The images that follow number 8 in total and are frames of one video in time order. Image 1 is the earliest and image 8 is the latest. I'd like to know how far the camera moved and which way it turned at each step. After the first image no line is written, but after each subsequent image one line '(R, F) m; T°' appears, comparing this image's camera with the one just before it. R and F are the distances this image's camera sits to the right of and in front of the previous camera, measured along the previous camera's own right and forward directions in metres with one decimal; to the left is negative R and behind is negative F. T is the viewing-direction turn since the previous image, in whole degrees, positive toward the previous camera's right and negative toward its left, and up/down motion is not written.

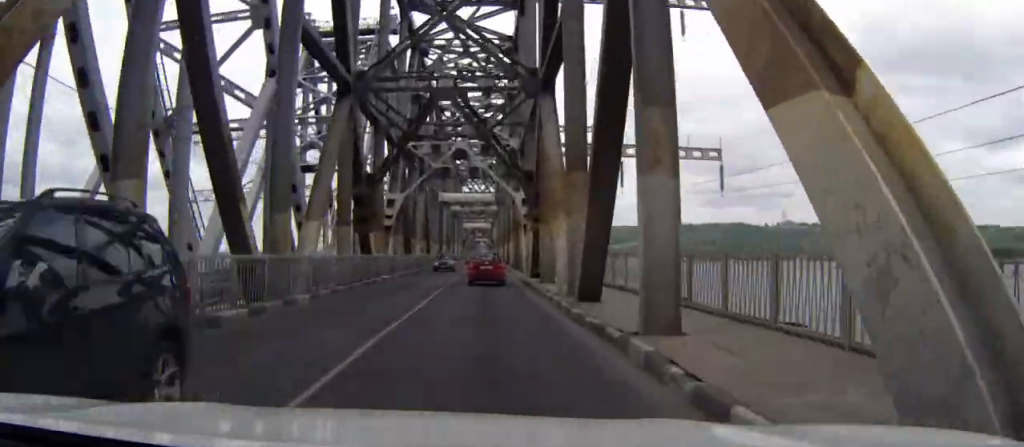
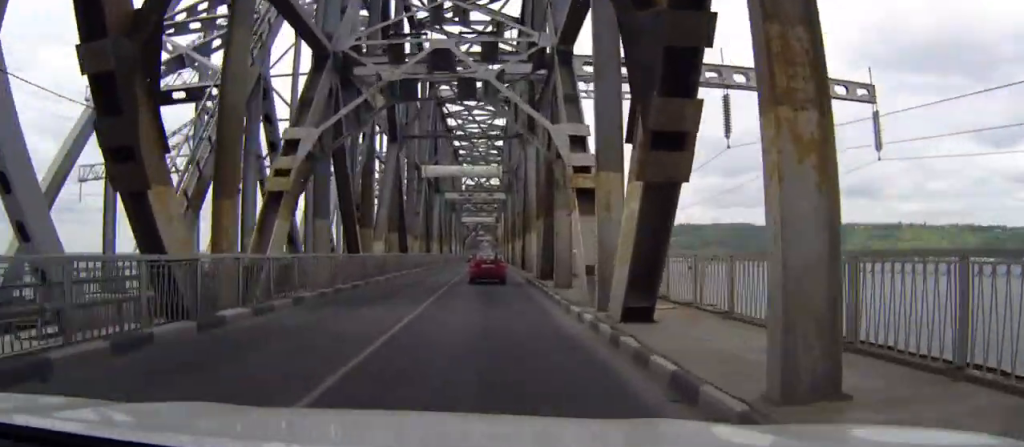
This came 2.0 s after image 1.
(+0.4, +24.9) m; 0°
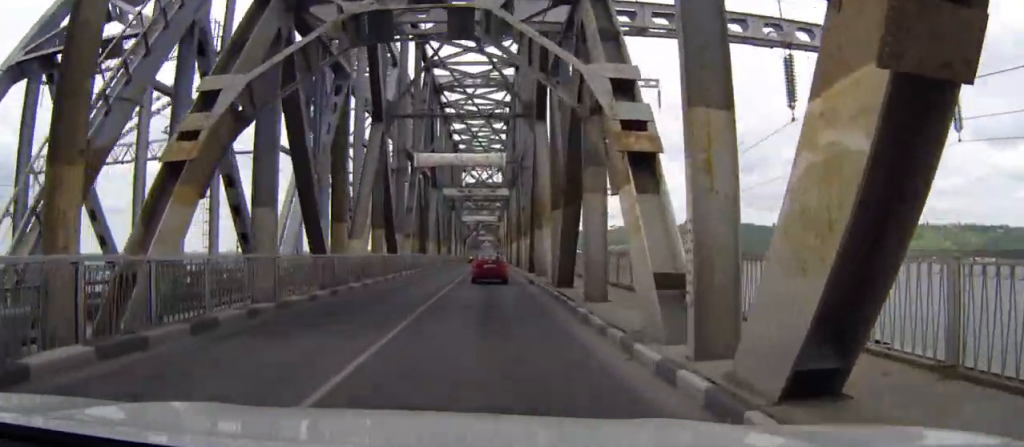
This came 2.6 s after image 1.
(-0.1, +7.1) m; -1°
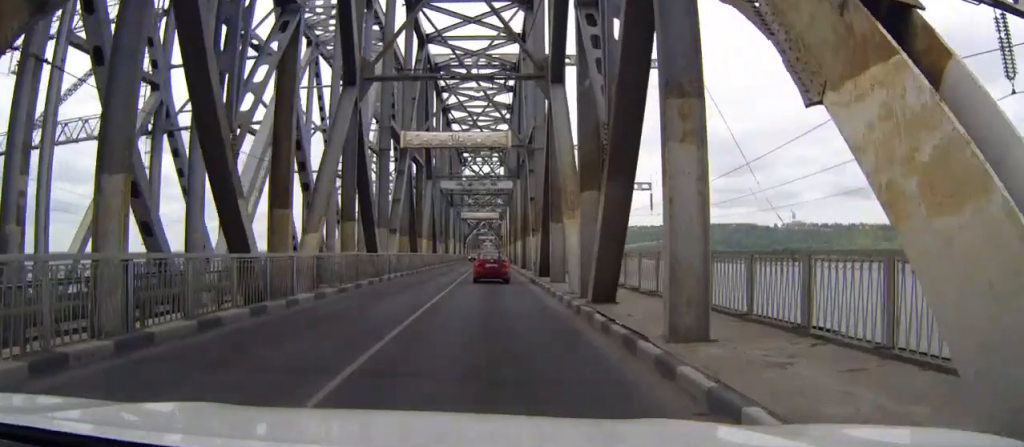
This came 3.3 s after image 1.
(0.0, +8.2) m; 0°
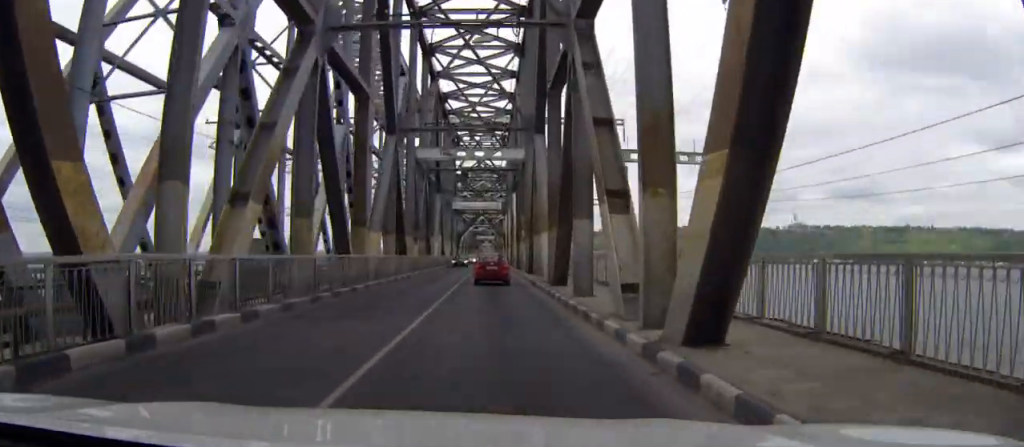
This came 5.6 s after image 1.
(+0.7, +26.3) m; +2°
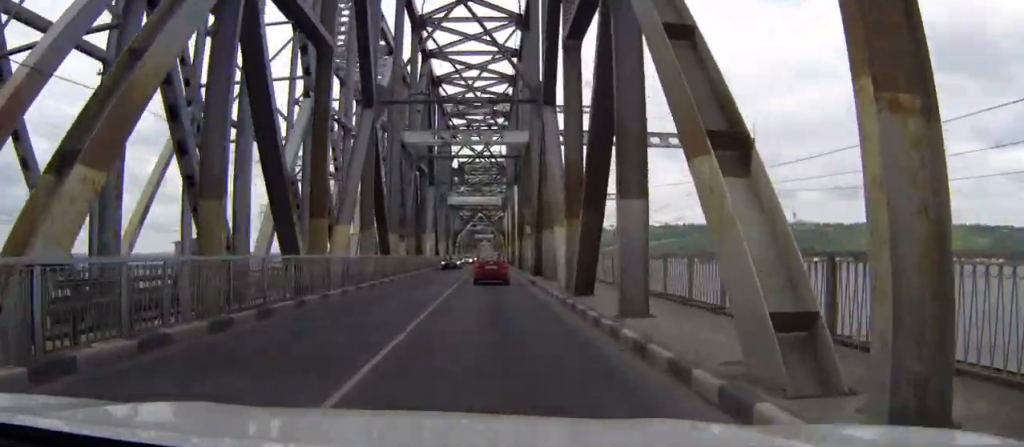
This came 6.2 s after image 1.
(-0.2, +7.6) m; -1°
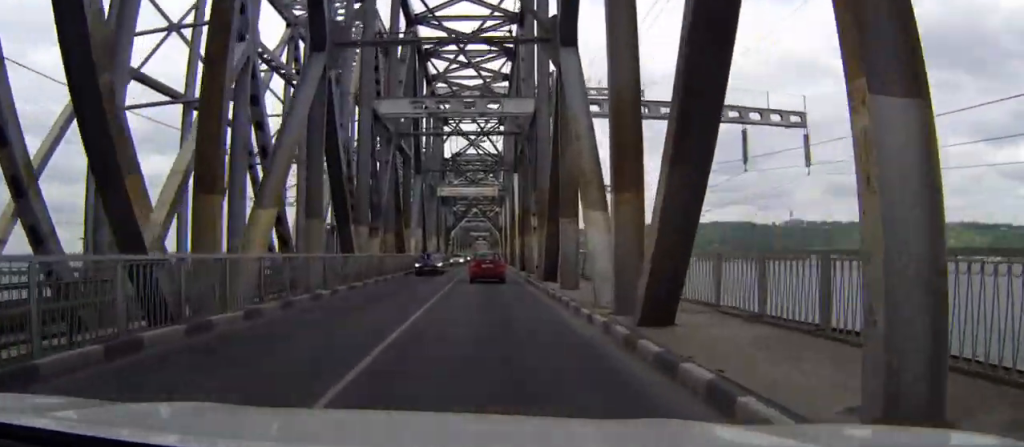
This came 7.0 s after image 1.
(-0.1, +9.8) m; 0°
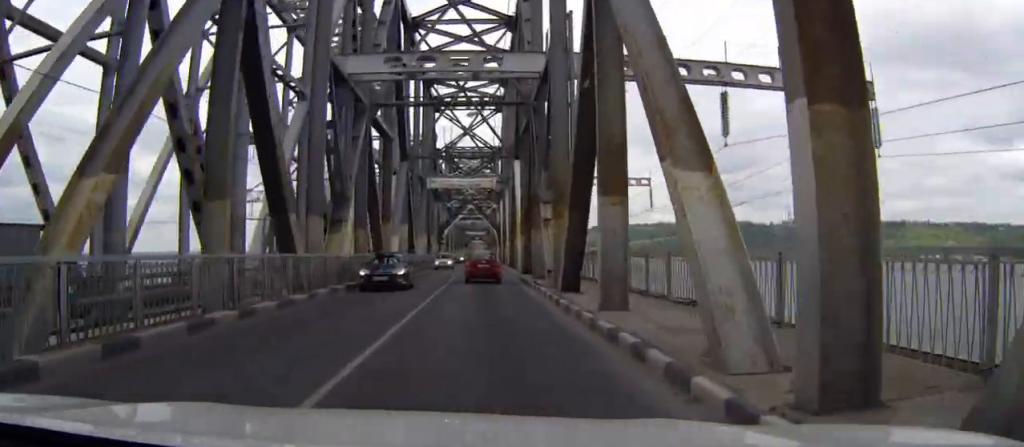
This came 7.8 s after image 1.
(0.0, +9.2) m; 0°
